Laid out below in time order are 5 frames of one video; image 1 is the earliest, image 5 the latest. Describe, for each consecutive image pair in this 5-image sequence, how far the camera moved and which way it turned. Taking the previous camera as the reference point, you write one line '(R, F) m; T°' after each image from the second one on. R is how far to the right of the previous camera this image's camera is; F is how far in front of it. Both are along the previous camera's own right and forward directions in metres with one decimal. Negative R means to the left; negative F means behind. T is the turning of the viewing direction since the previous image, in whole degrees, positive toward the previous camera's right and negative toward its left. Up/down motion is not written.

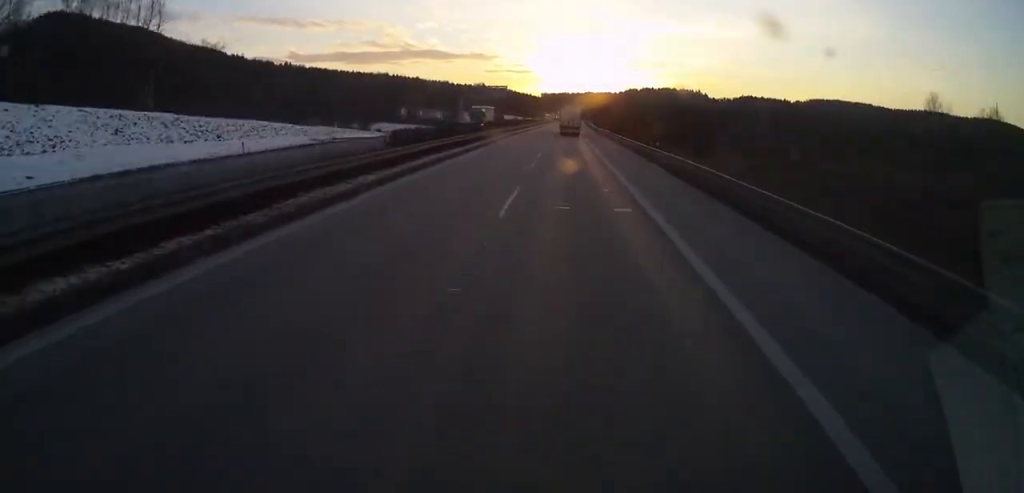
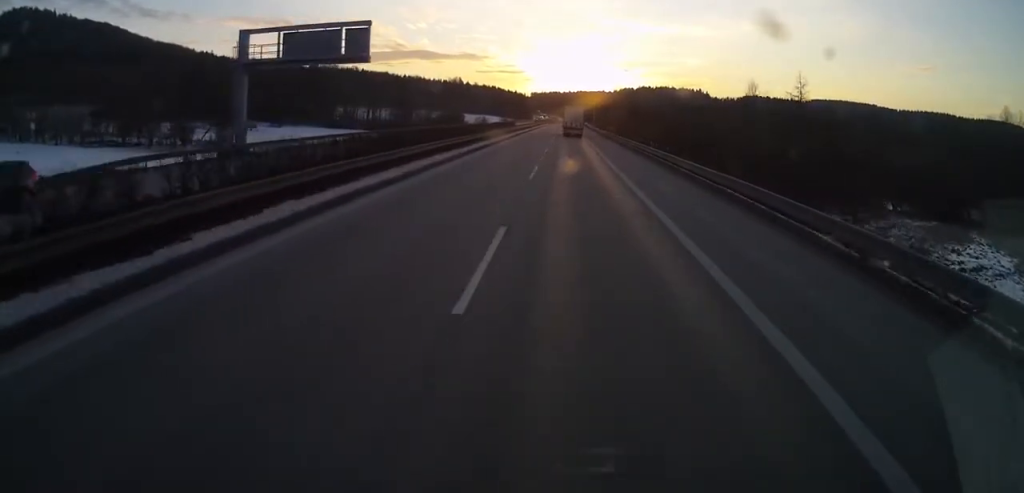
(+0.4, +97.0) m; +2°
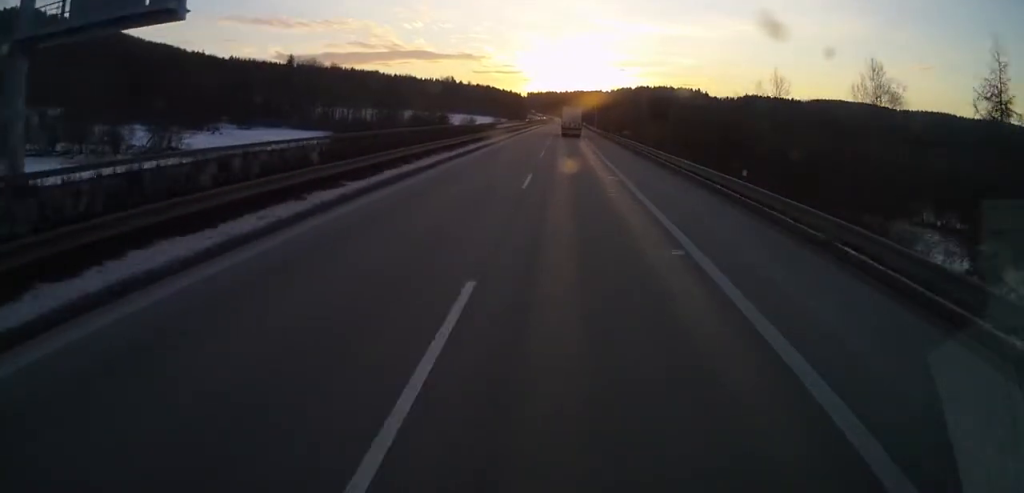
(-0.1, +22.5) m; 0°
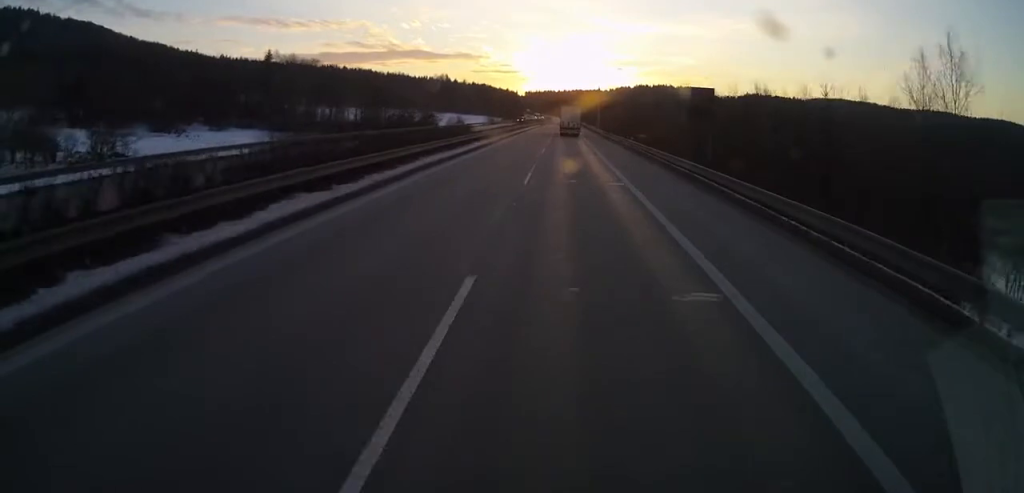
(0.0, +17.9) m; 0°
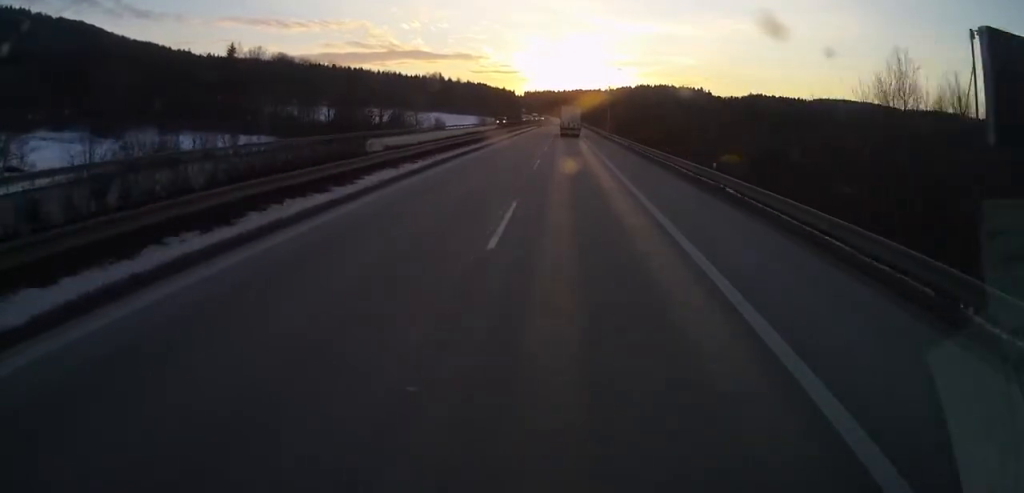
(0.0, +28.0) m; 0°
